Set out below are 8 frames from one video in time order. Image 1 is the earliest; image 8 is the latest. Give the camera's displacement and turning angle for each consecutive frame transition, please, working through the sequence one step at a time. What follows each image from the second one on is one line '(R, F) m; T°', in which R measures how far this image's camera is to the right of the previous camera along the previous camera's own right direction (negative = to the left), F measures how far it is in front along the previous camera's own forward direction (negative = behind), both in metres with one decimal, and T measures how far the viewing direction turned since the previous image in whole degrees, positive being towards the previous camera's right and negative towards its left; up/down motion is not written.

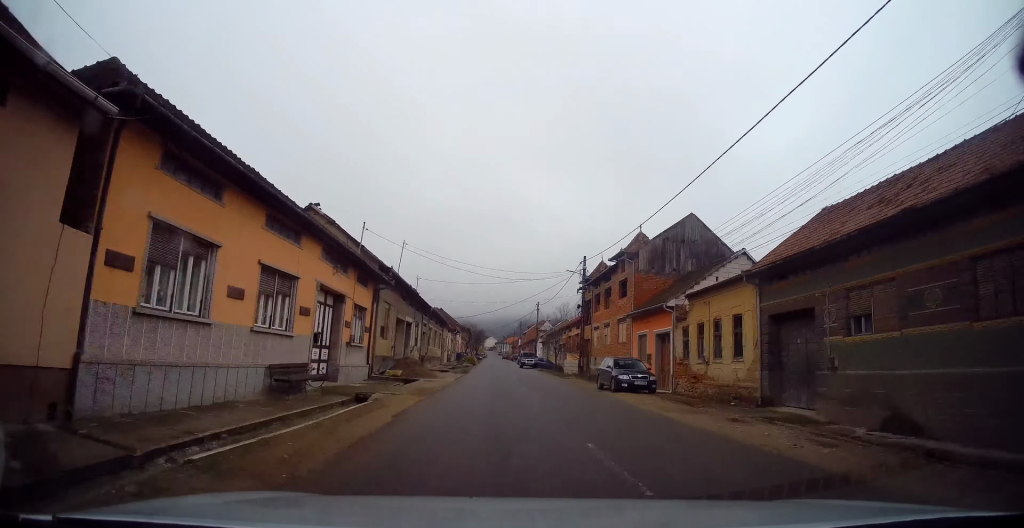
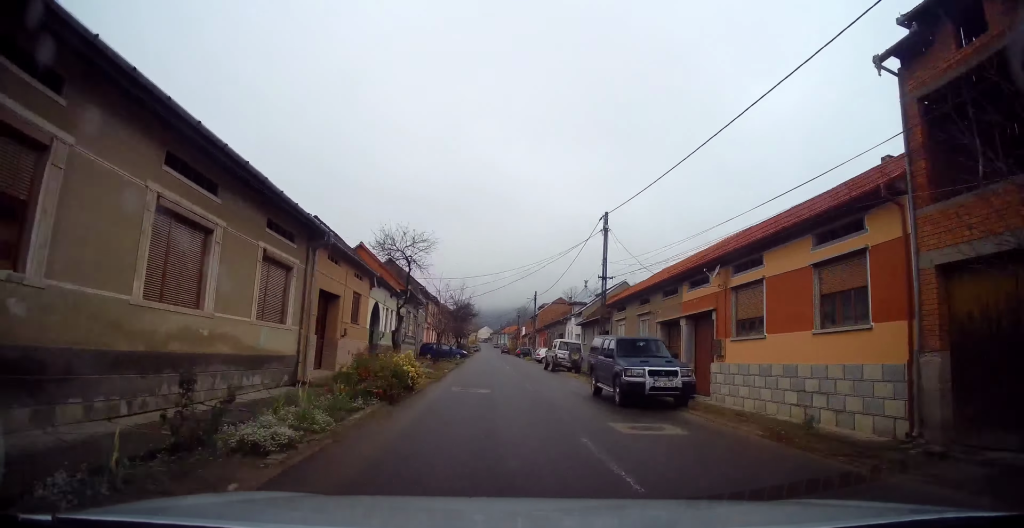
(-1.4, +43.6) m; -2°
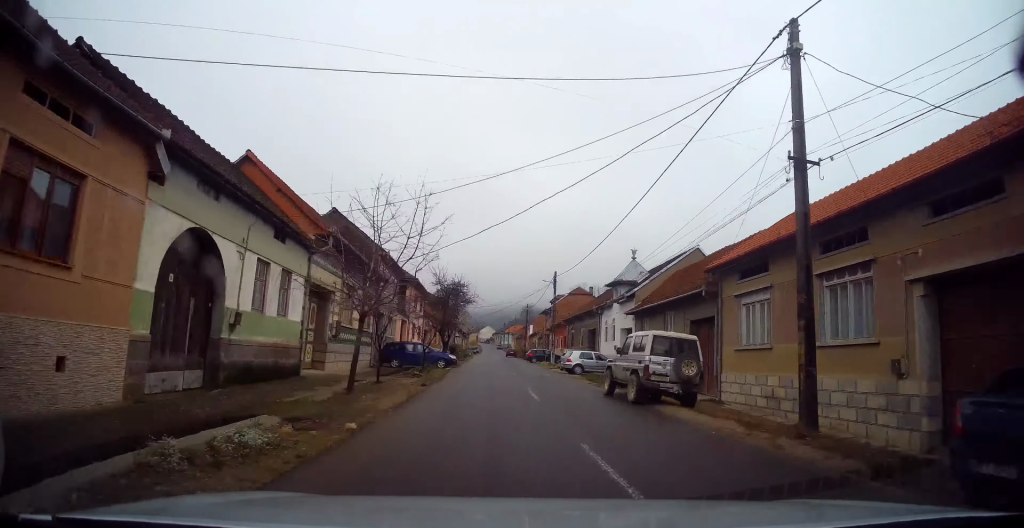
(+0.4, +18.5) m; +2°
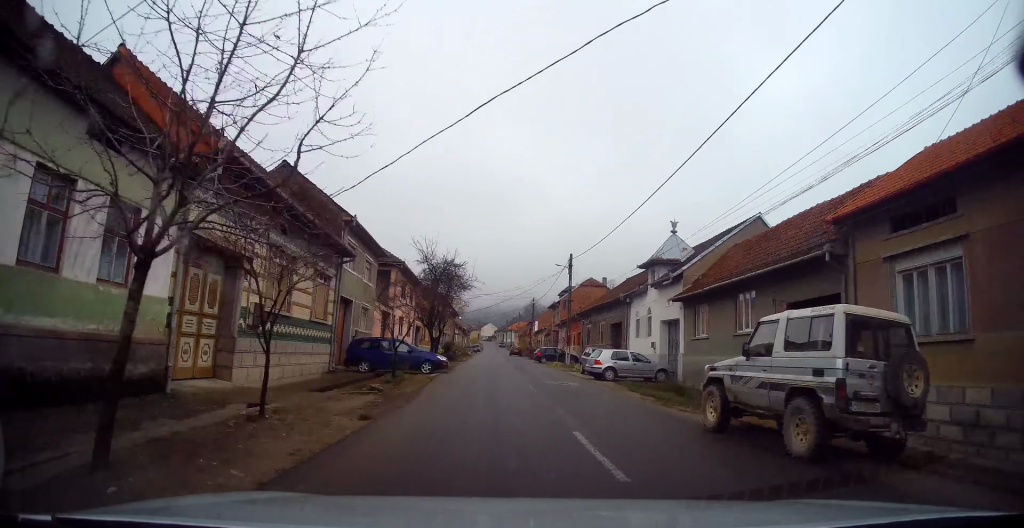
(+0.2, +7.9) m; 0°
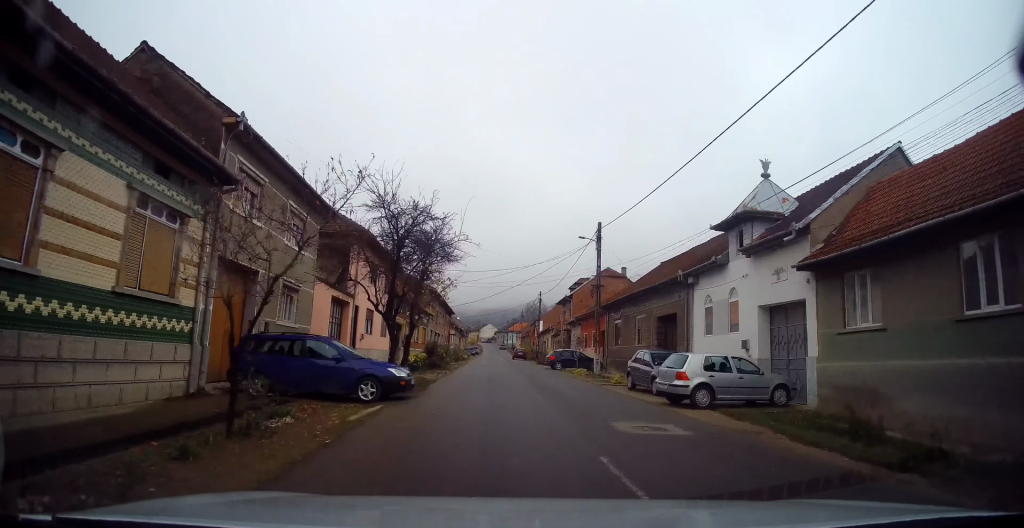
(-0.3, +10.6) m; 0°
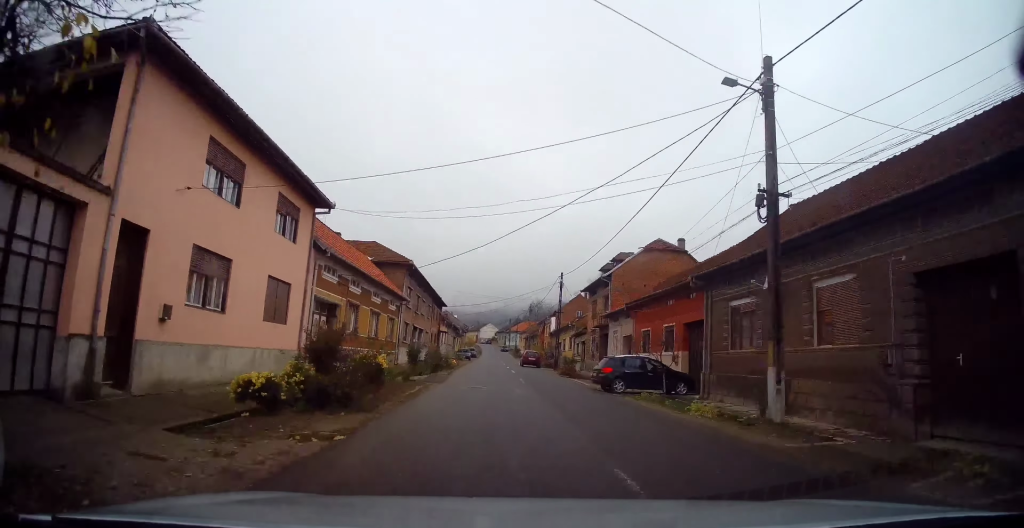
(+0.1, +18.2) m; 0°
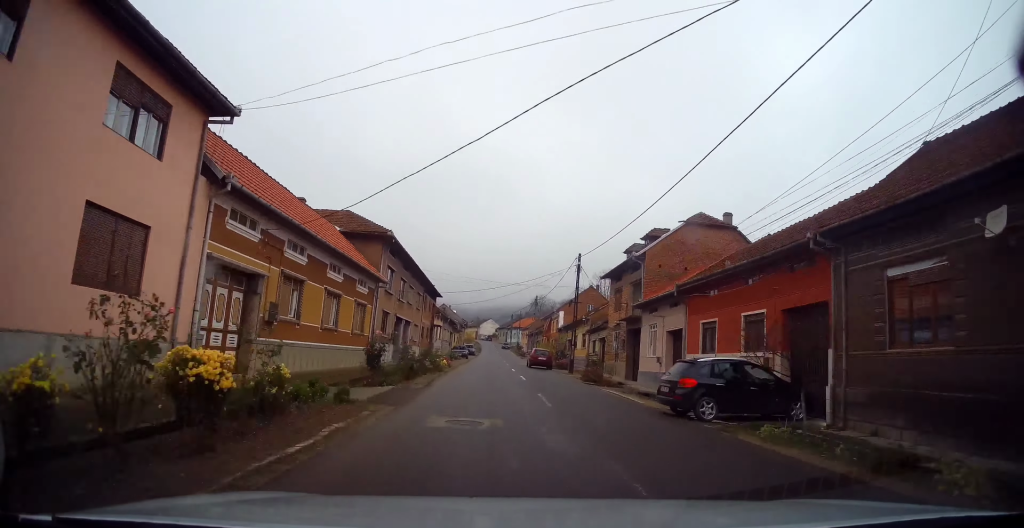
(0.0, +8.6) m; 0°
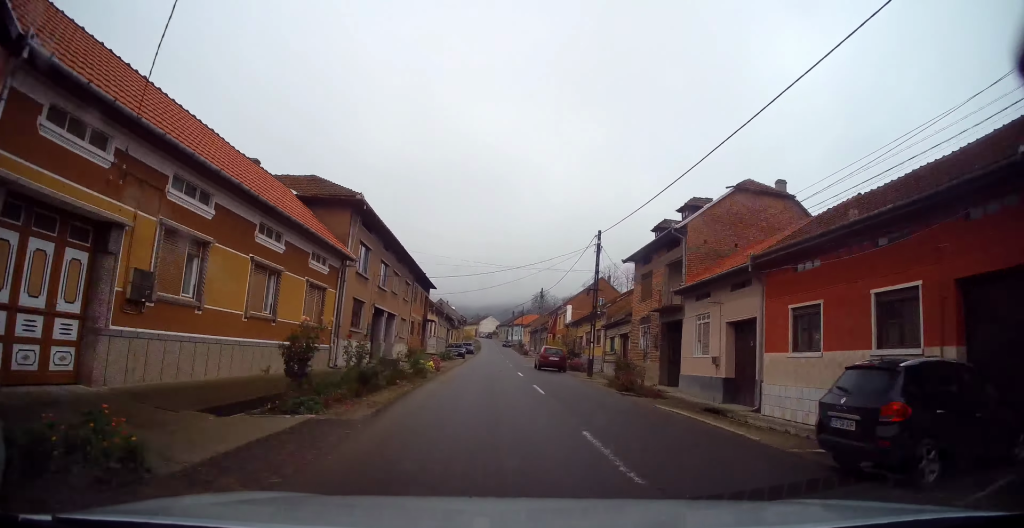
(-0.1, +7.1) m; -1°
